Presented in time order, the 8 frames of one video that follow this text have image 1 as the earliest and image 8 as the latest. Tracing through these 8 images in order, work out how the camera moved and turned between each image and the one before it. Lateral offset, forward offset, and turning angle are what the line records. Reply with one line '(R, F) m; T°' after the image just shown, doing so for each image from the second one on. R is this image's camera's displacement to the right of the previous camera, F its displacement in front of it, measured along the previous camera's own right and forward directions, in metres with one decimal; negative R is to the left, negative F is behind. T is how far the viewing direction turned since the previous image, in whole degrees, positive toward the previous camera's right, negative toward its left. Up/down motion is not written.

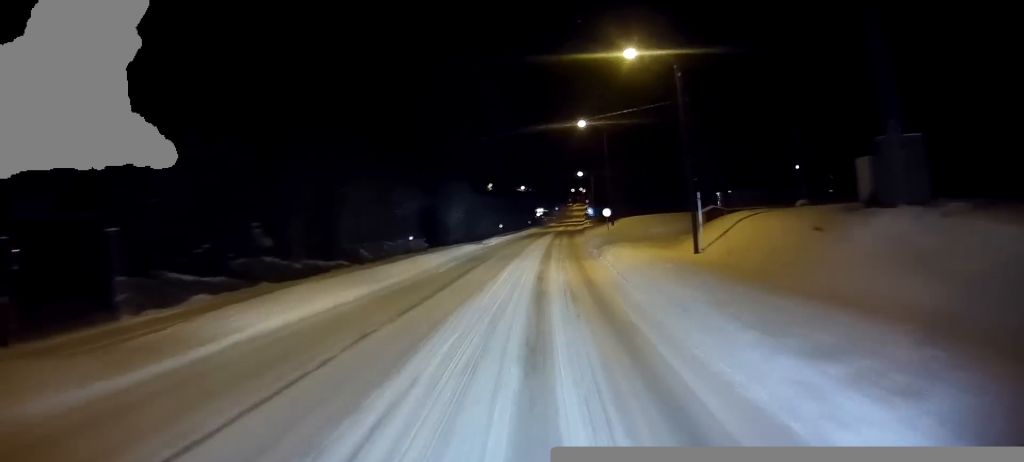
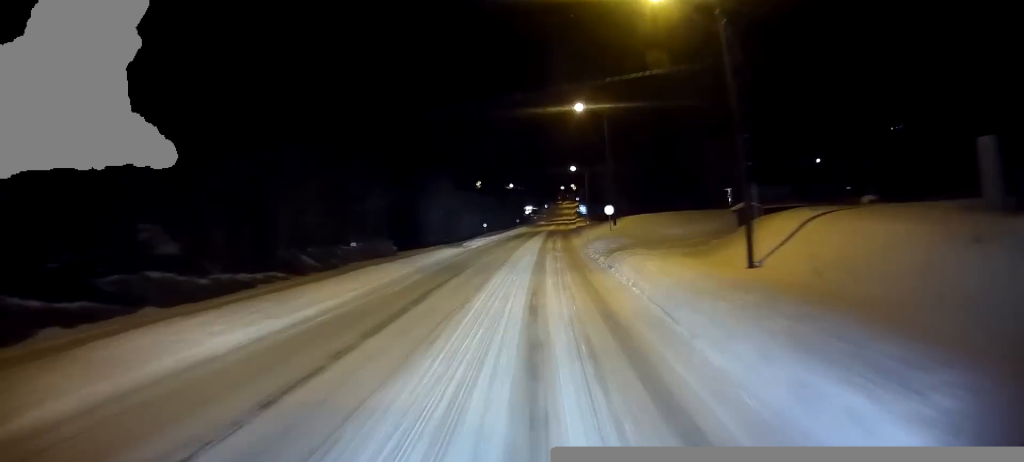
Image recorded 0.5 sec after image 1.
(0.0, +6.9) m; 0°
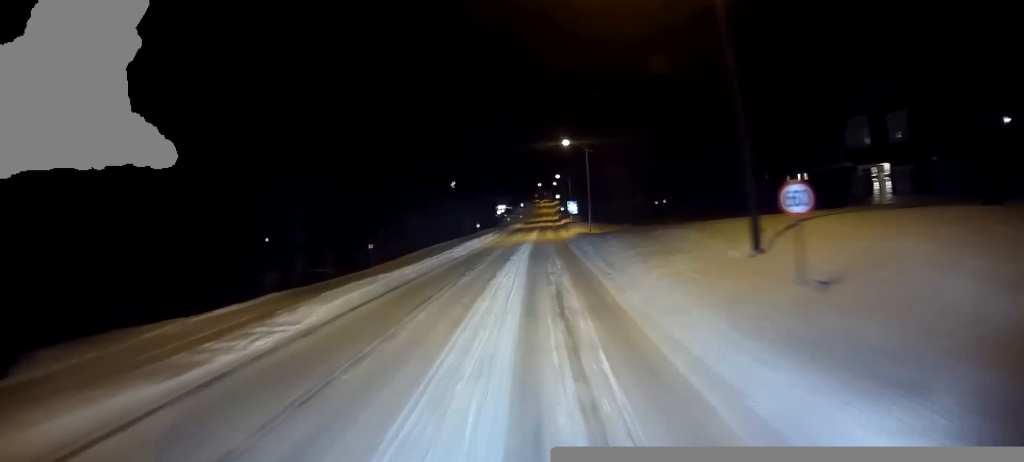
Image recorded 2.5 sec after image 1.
(+0.1, +30.1) m; +1°
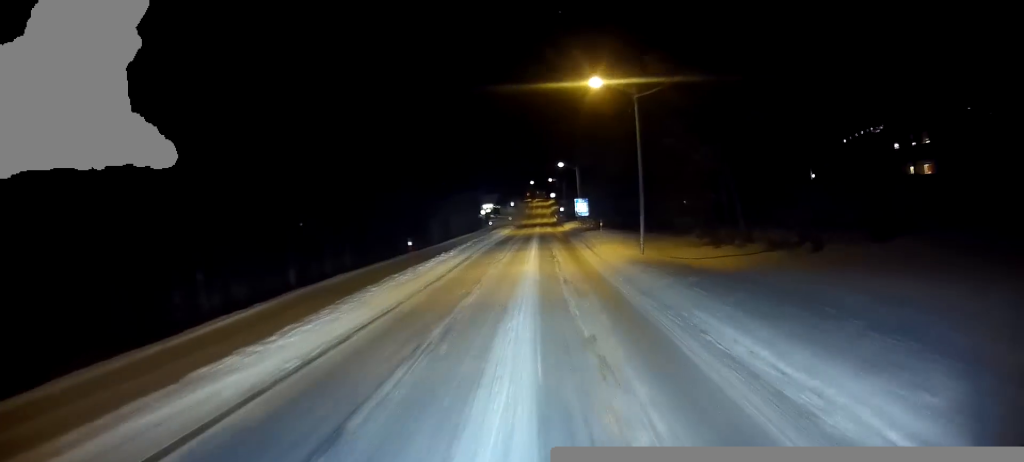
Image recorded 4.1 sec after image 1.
(+0.6, +25.5) m; +3°
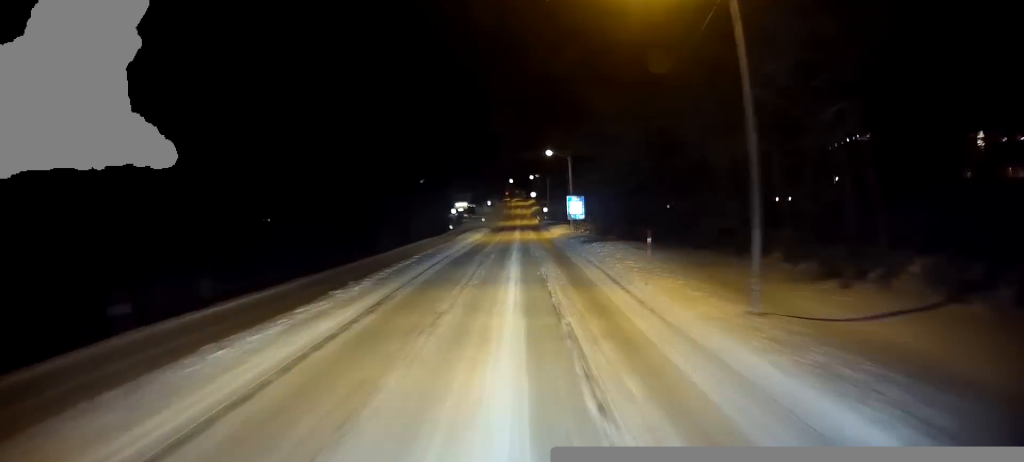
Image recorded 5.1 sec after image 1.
(+0.2, +15.5) m; +2°
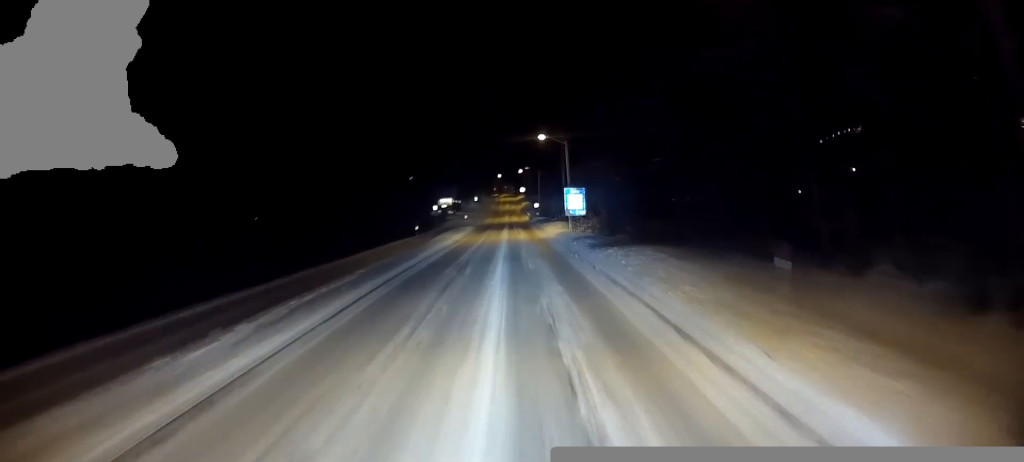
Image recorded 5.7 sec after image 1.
(+0.1, +8.4) m; 0°
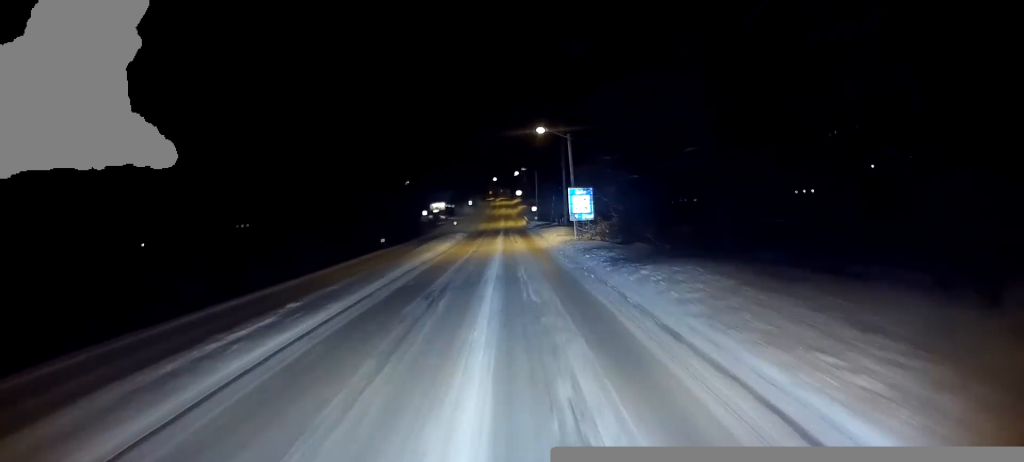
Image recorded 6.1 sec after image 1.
(+0.1, +6.3) m; 0°
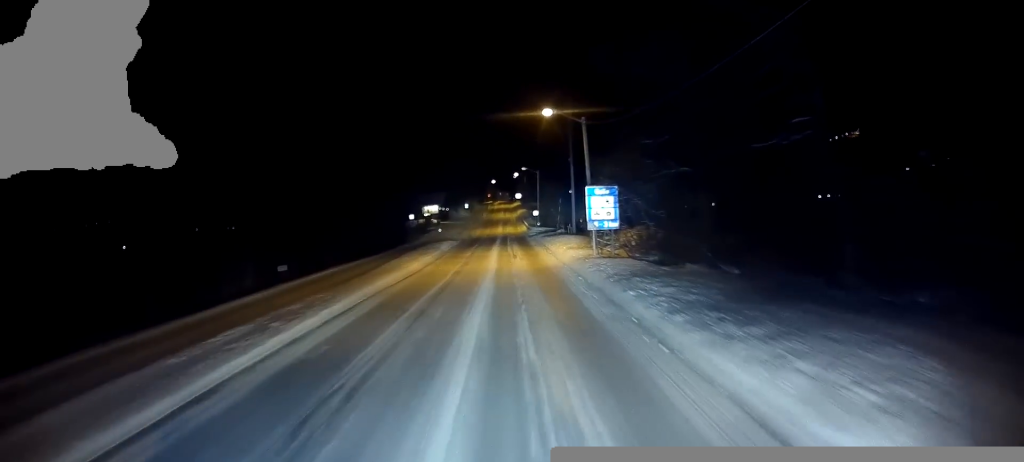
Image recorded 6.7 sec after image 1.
(0.0, +9.4) m; 0°
